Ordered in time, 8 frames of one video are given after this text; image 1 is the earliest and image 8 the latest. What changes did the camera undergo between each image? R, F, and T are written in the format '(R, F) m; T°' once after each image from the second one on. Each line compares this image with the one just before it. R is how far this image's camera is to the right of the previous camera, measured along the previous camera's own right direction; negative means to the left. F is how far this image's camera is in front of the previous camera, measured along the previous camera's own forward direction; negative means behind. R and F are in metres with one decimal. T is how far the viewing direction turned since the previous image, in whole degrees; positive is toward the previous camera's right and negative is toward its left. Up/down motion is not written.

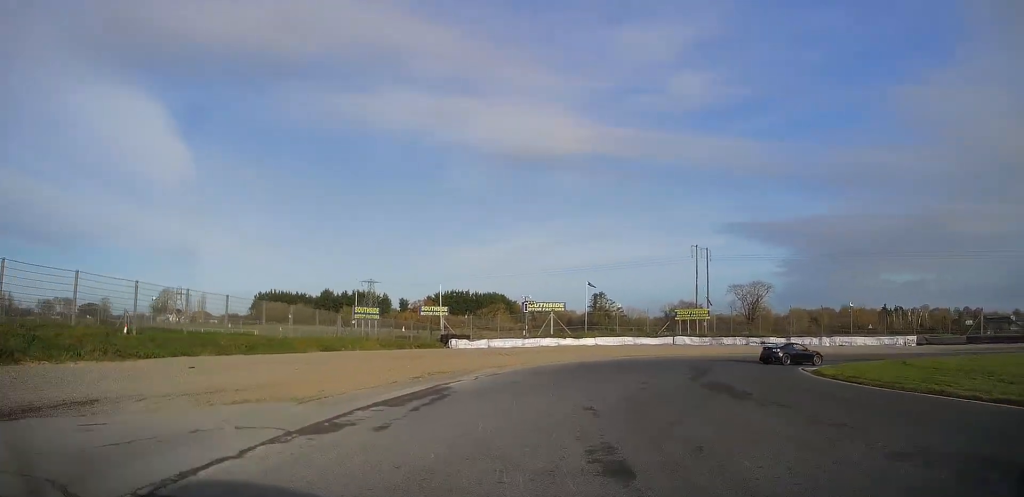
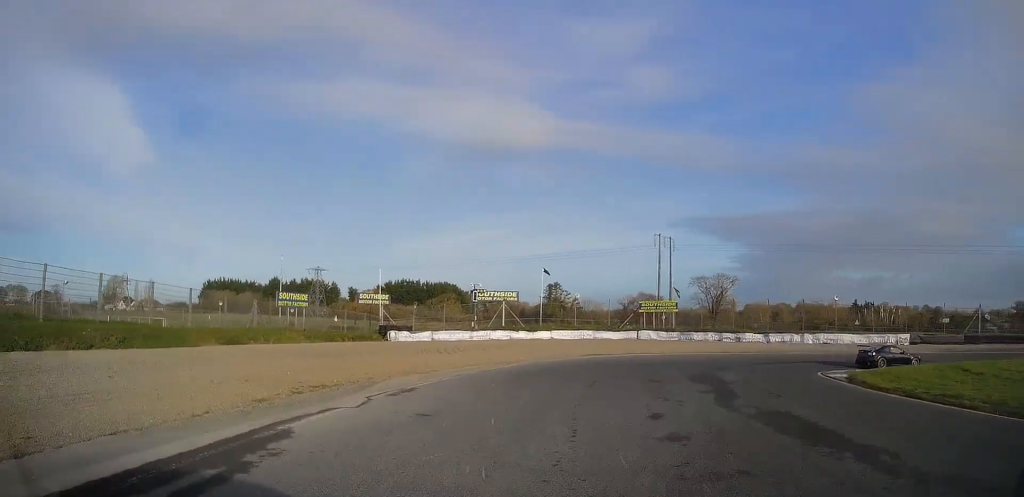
(+0.1, +7.7) m; +4°
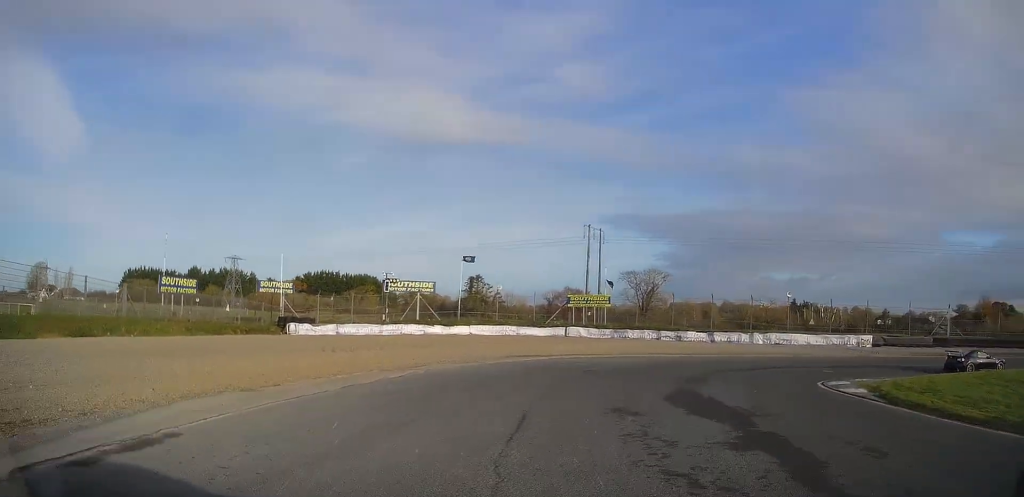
(+0.1, +7.1) m; +6°
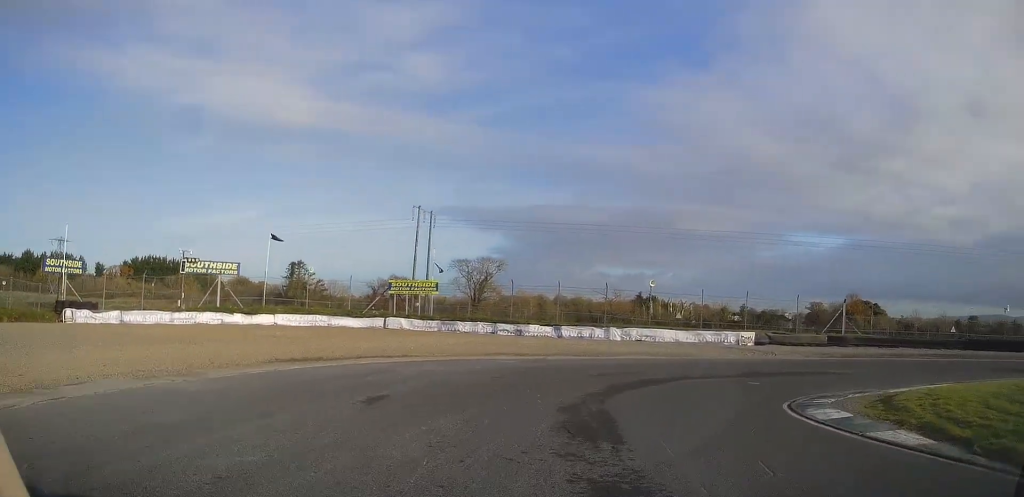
(+0.8, +9.4) m; +14°
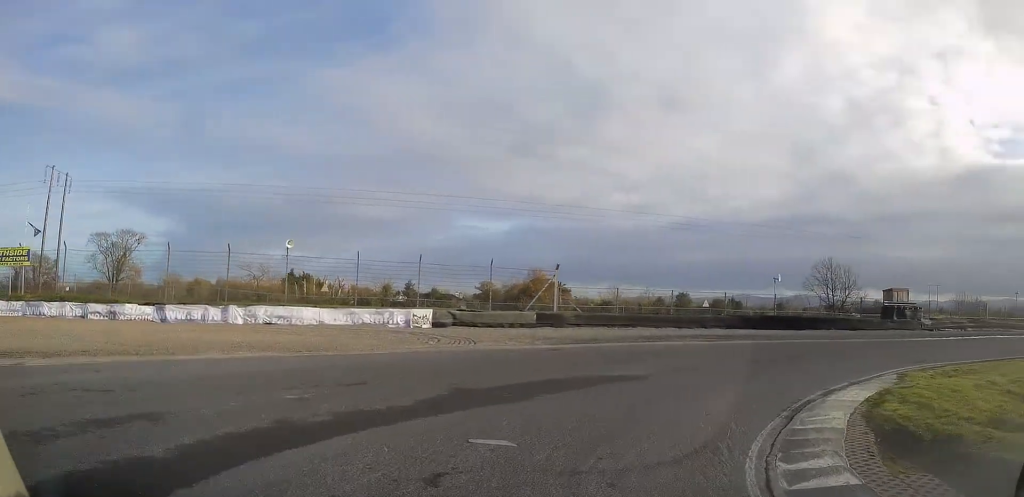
(+3.2, +13.2) m; +31°
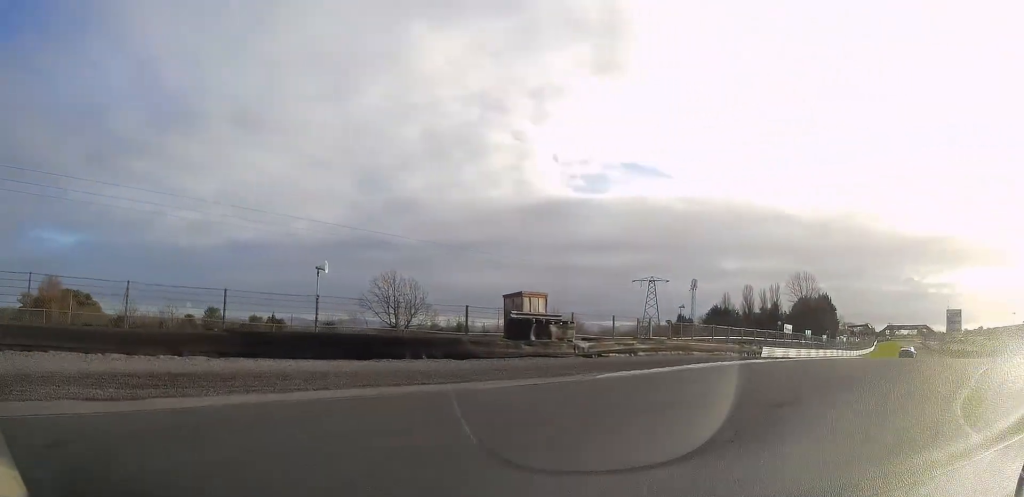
(+6.9, +16.3) m; +44°
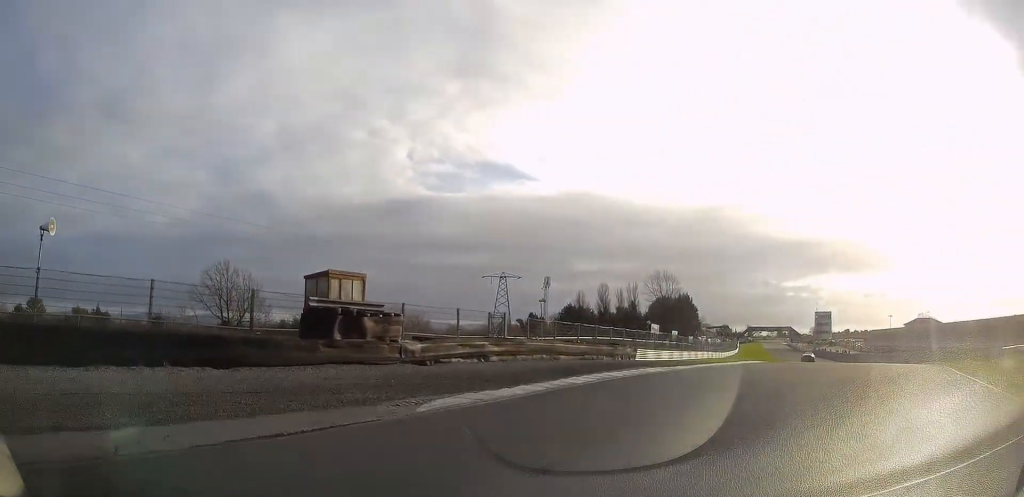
(+0.9, +7.8) m; +18°
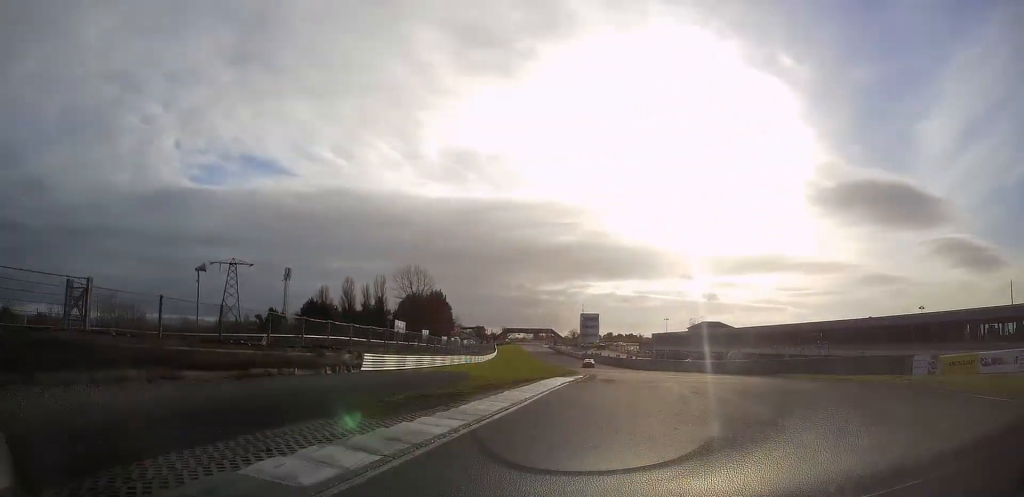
(+4.3, +16.2) m; +23°
